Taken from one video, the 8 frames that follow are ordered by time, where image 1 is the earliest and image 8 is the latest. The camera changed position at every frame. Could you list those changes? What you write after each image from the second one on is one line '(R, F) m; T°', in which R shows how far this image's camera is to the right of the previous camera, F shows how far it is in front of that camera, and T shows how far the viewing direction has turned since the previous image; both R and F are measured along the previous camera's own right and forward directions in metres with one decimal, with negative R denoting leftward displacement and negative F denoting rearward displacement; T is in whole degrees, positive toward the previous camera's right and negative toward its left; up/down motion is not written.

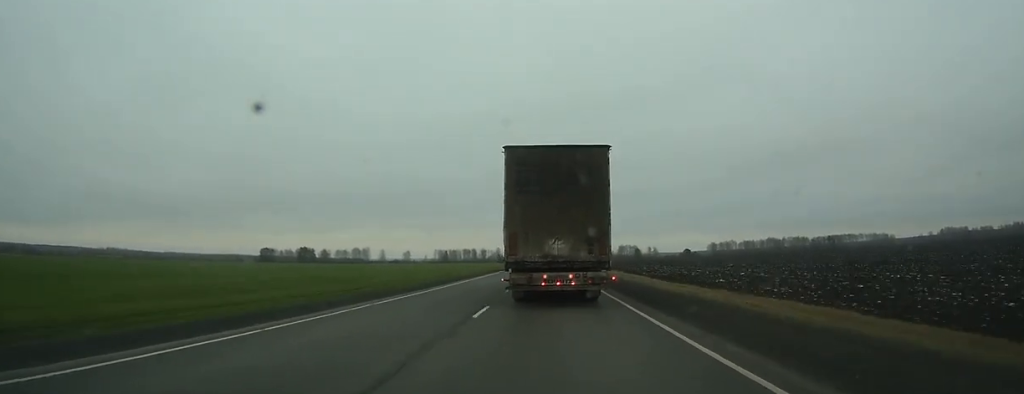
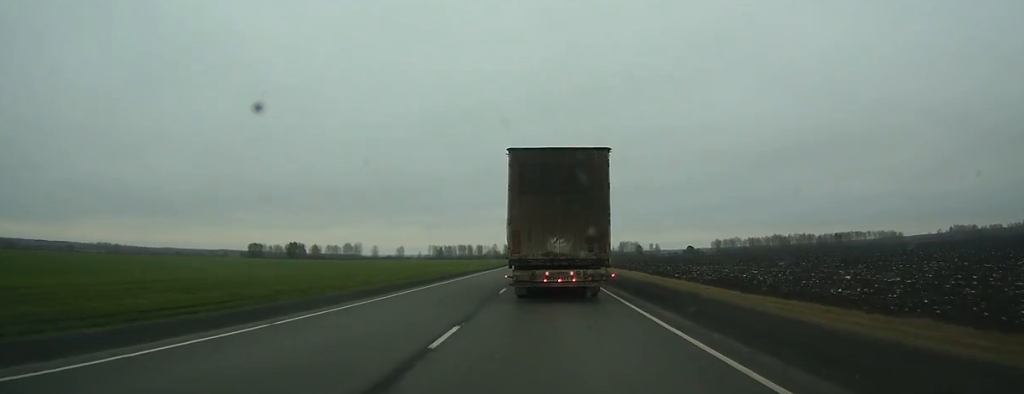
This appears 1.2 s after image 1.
(0.0, +28.7) m; 0°
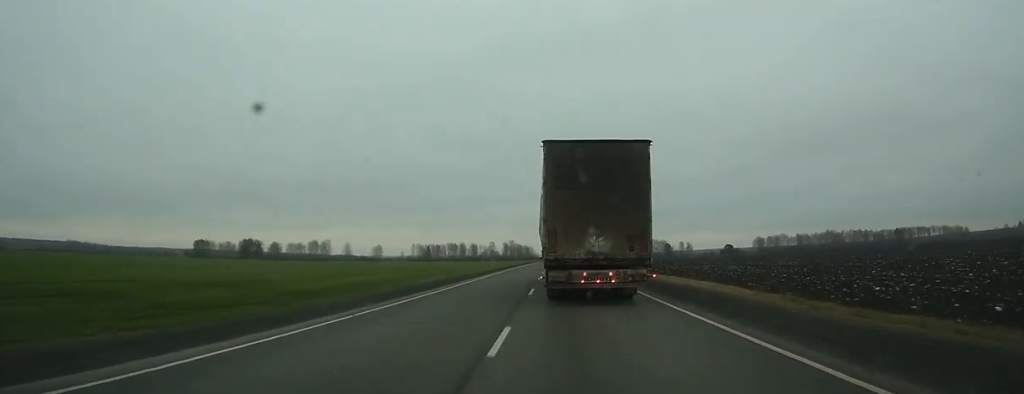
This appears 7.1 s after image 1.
(-0.7, +144.0) m; -1°
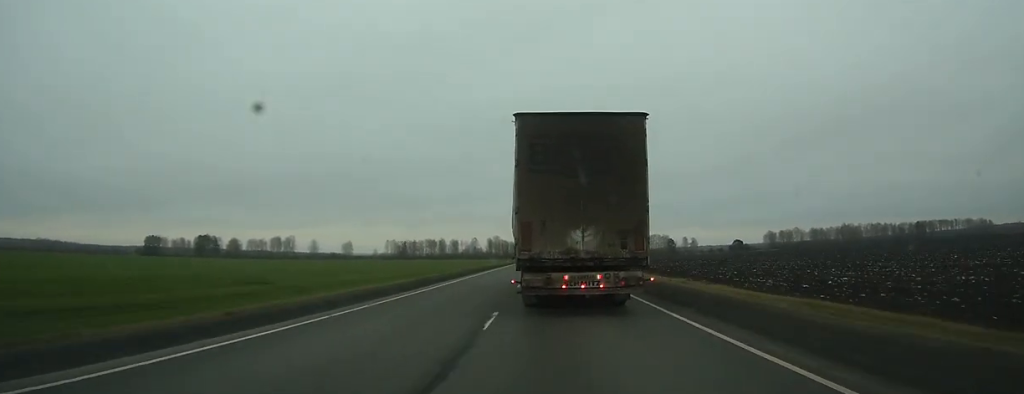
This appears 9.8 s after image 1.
(+0.3, +68.6) m; +1°
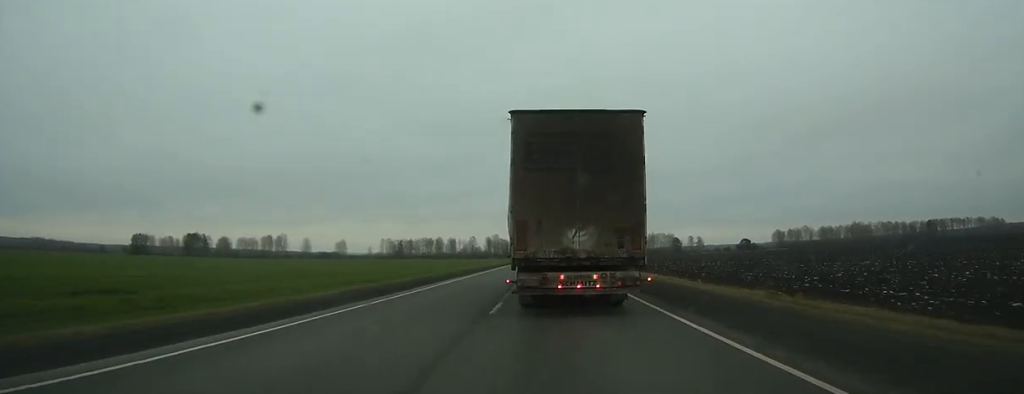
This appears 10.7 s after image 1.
(+0.1, +21.7) m; 0°
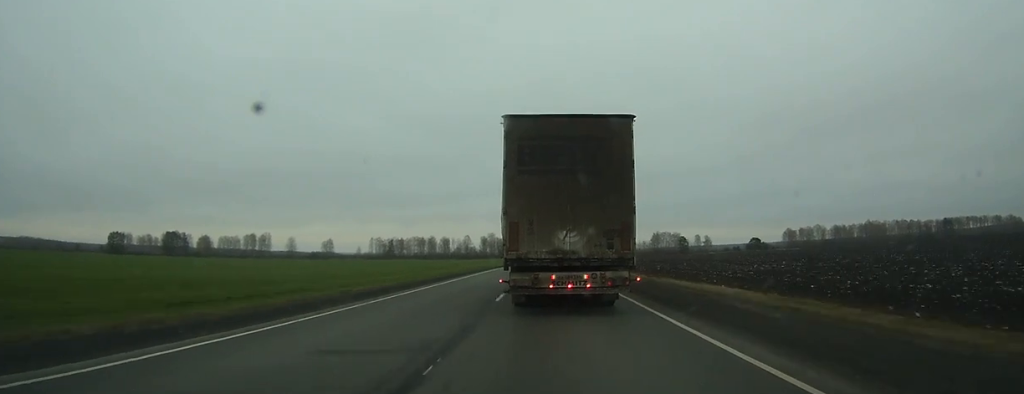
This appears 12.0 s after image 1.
(+0.1, +33.1) m; 0°
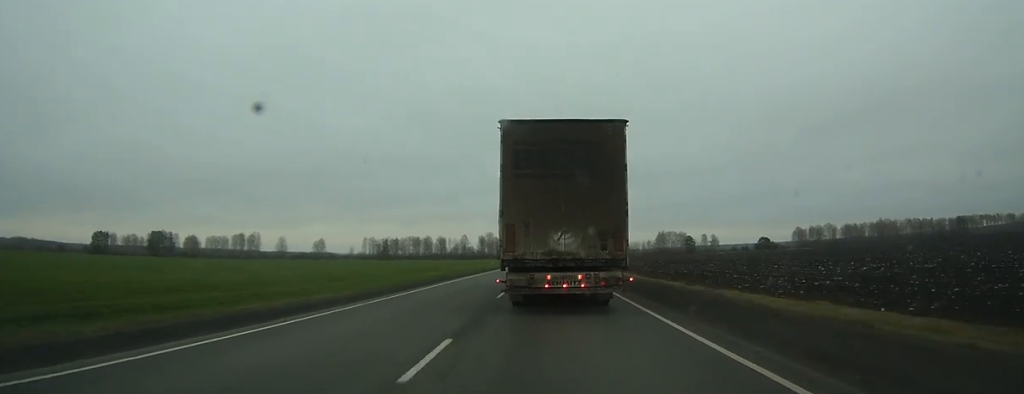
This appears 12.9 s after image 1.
(0.0, +23.1) m; 0°
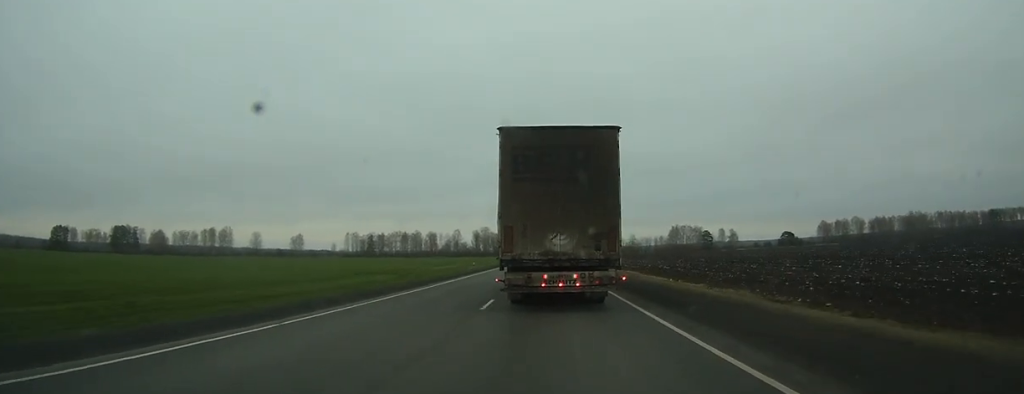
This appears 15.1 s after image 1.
(-0.1, +52.2) m; 0°
